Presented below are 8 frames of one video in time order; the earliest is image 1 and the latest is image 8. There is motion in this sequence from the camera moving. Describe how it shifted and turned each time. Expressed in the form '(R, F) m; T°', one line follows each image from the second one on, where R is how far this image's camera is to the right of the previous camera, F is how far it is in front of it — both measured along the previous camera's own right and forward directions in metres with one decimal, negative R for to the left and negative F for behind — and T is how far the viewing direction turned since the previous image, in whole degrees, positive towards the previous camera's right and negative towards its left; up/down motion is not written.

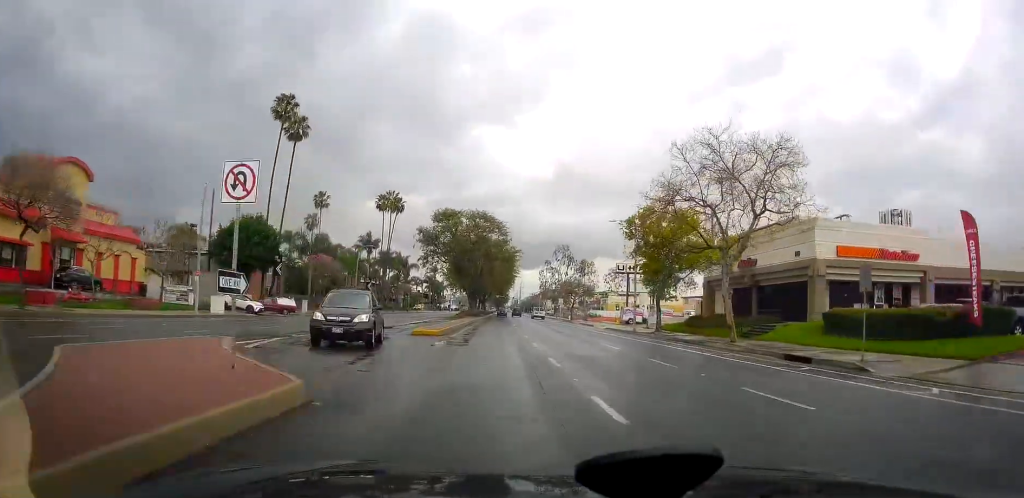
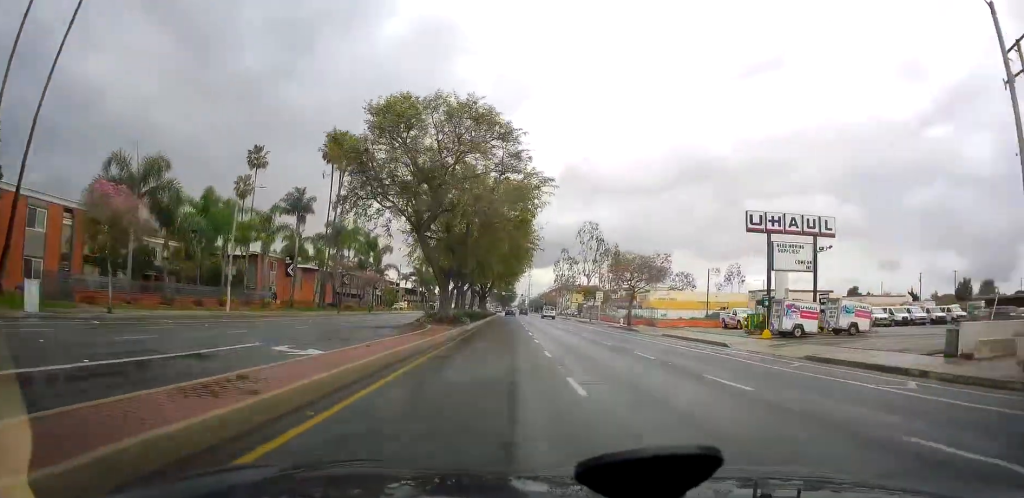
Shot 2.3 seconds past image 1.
(+1.7, +42.7) m; +2°
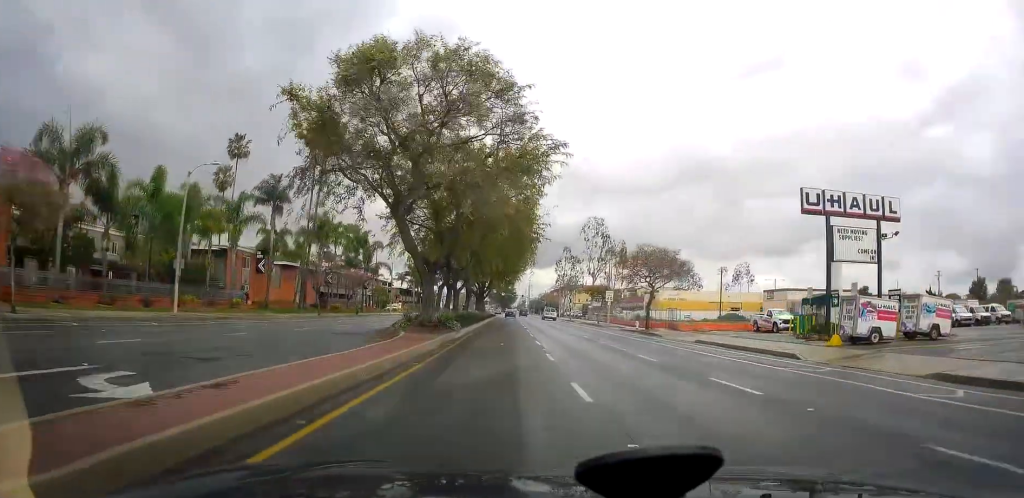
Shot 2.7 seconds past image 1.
(+0.1, +7.9) m; -1°
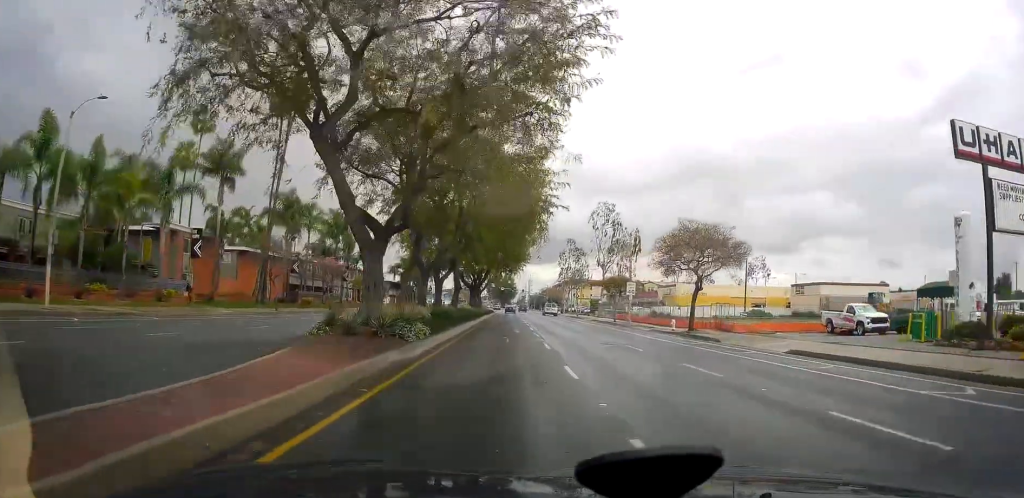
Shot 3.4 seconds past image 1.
(-0.2, +12.5) m; 0°
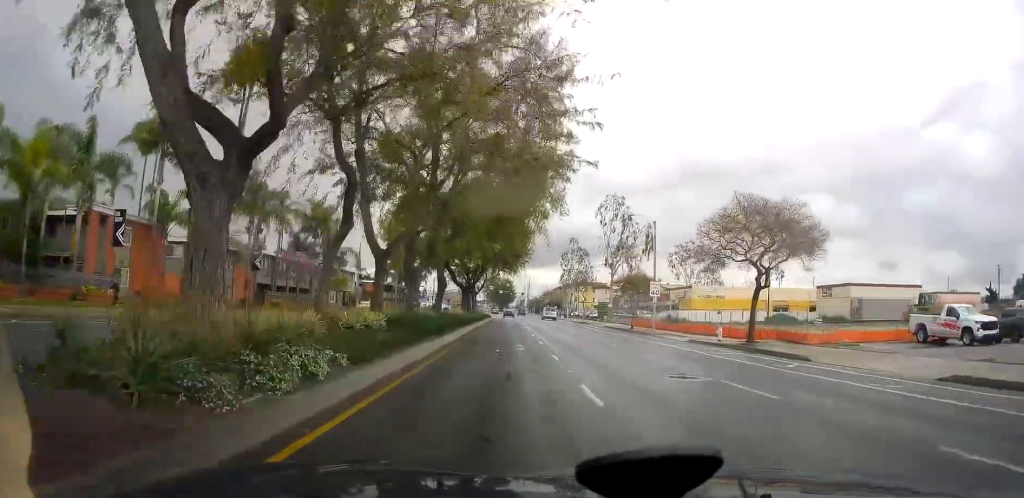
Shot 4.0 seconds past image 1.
(-0.2, +10.1) m; 0°
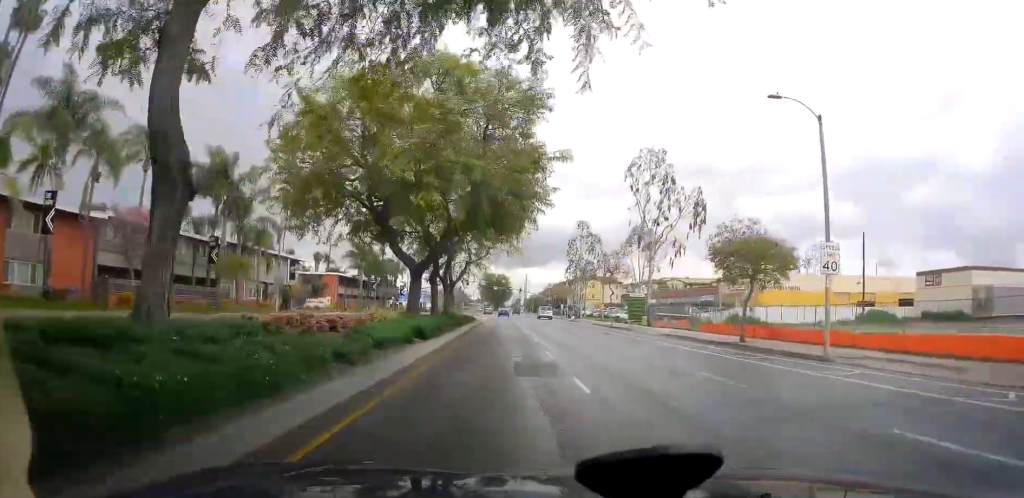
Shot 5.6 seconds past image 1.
(+0.7, +27.3) m; +1°
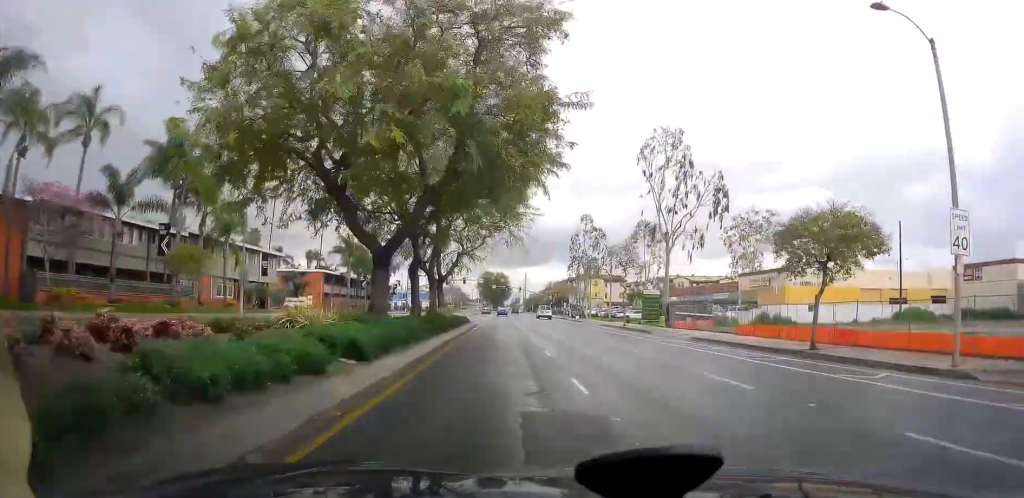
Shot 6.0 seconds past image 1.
(0.0, +7.5) m; 0°
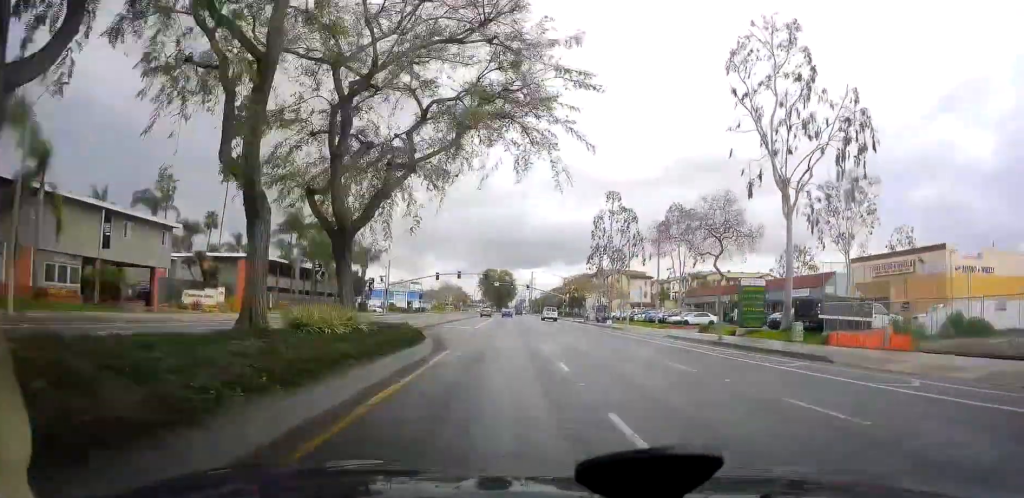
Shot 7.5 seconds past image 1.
(-0.9, +25.8) m; -3°
